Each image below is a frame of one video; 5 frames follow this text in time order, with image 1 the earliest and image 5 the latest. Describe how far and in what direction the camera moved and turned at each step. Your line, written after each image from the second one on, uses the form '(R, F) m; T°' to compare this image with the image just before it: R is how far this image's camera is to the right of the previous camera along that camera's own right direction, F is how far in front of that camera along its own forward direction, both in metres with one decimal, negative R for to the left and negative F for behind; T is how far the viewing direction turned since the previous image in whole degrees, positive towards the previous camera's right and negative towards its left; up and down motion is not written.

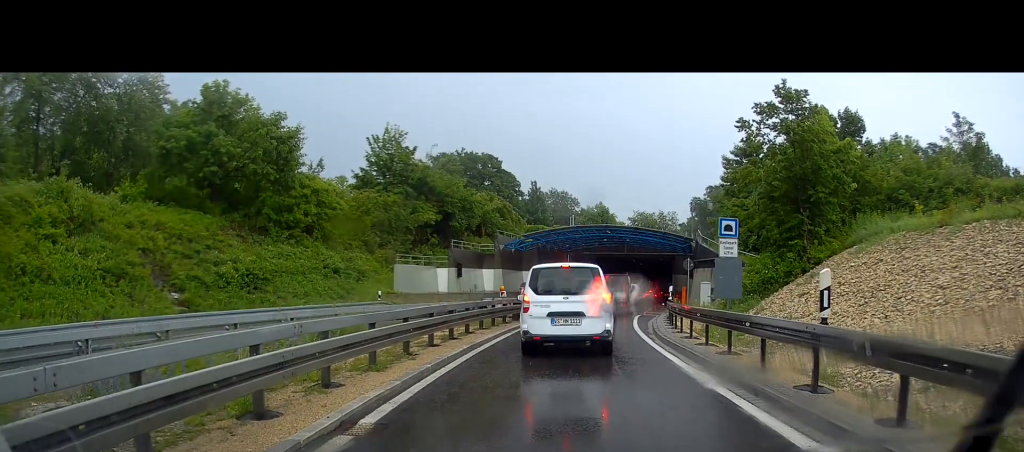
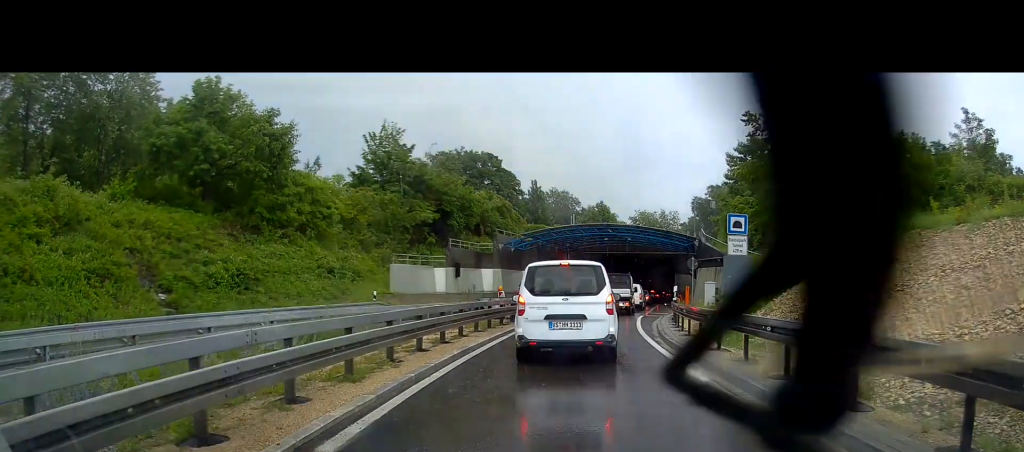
(+0.1, +1.1) m; +1°
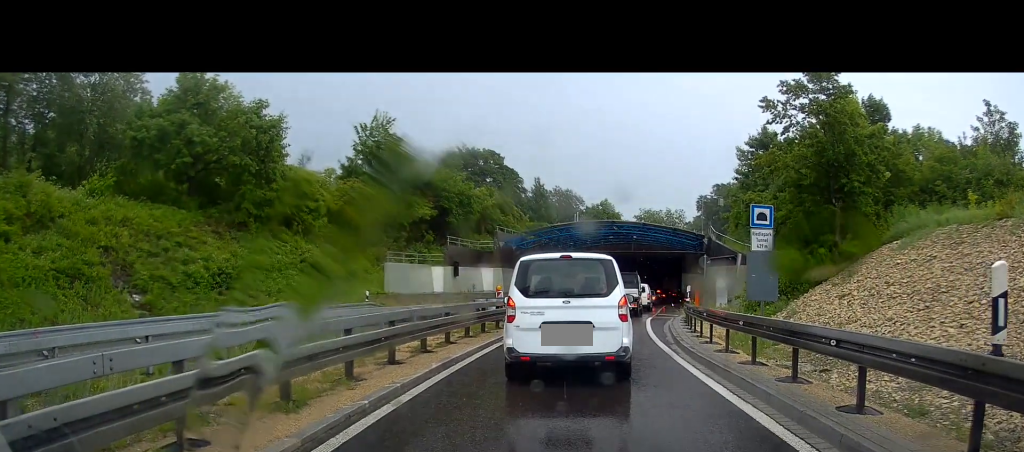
(+0.9, +2.7) m; 0°
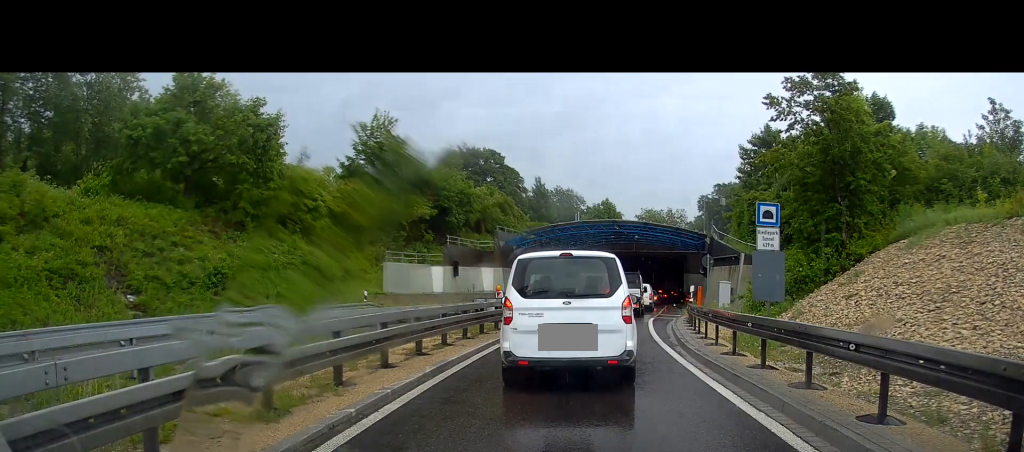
(+0.2, +0.7) m; 0°
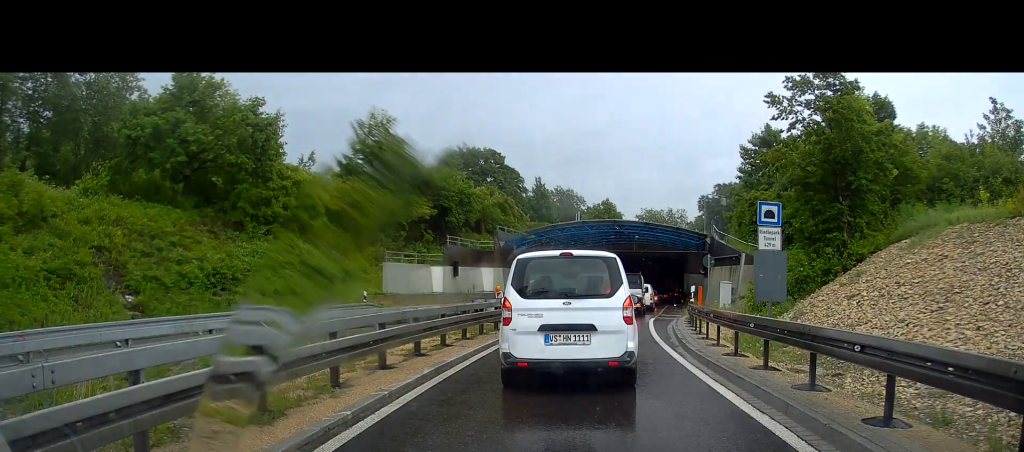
(+0.2, +0.5) m; 0°
